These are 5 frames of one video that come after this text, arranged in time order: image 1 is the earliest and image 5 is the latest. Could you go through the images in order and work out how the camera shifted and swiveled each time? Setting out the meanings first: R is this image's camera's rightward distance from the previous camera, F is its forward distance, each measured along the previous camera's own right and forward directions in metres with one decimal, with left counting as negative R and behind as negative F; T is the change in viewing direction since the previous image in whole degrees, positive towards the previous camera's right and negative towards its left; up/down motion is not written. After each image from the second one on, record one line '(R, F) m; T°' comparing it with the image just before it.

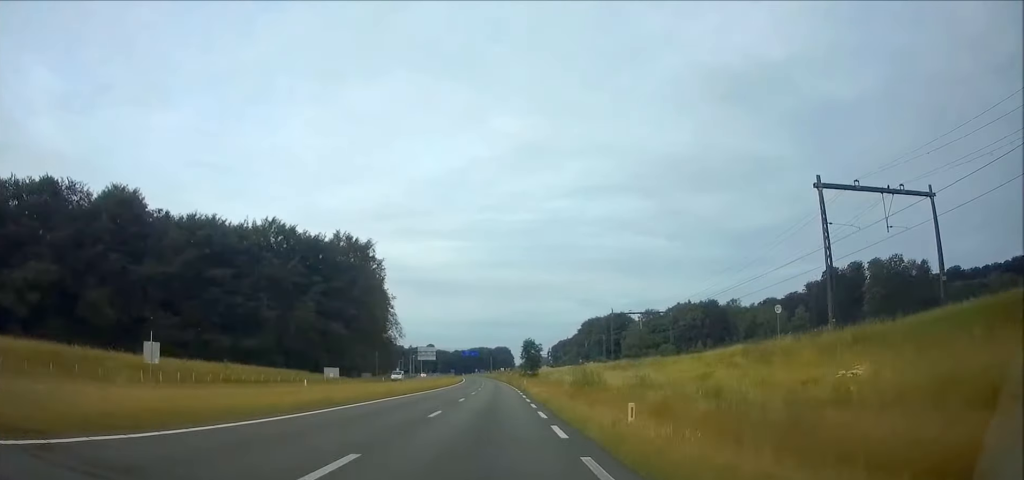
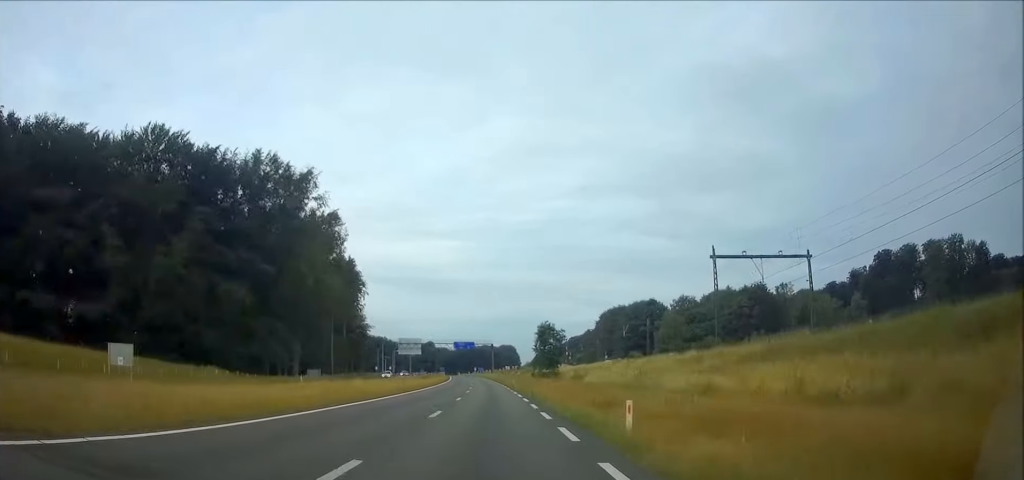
(-0.1, +48.6) m; -1°
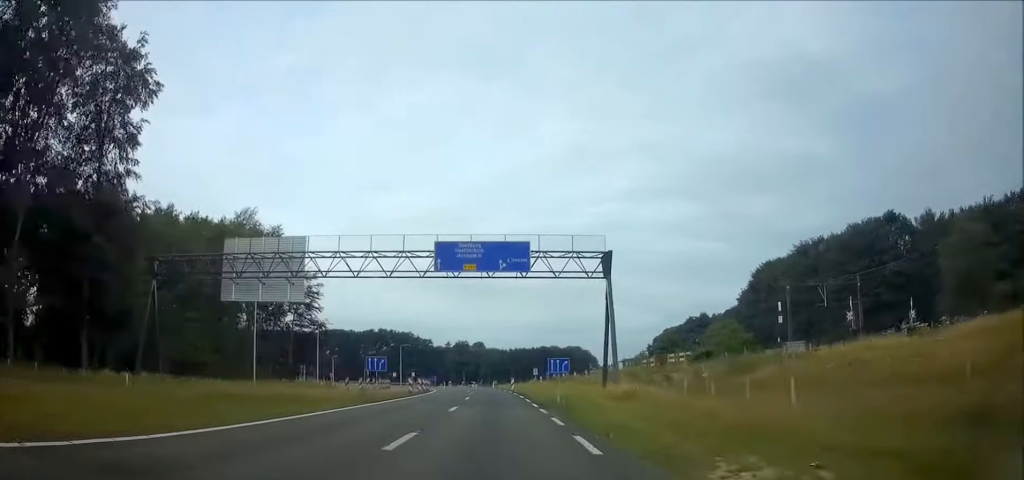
(-4.6, +125.8) m; -5°
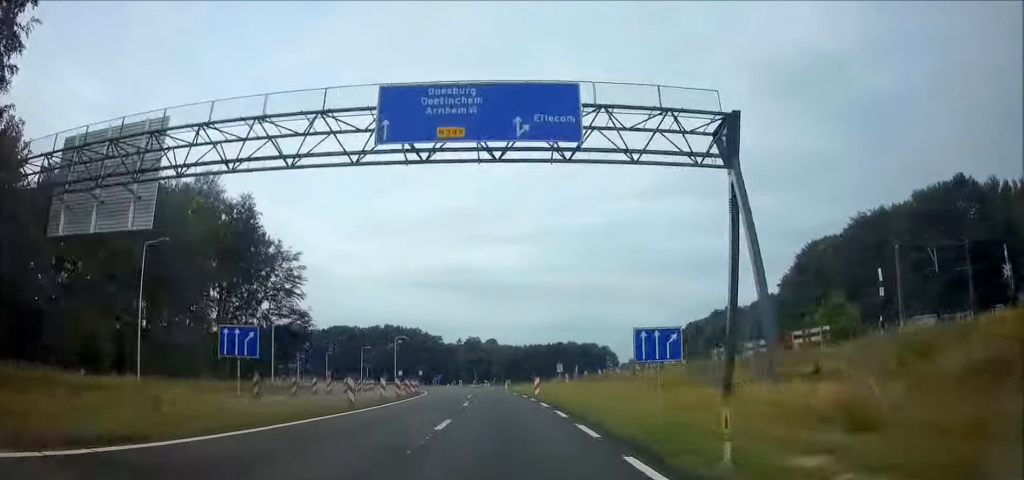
(-0.2, +19.4) m; -1°
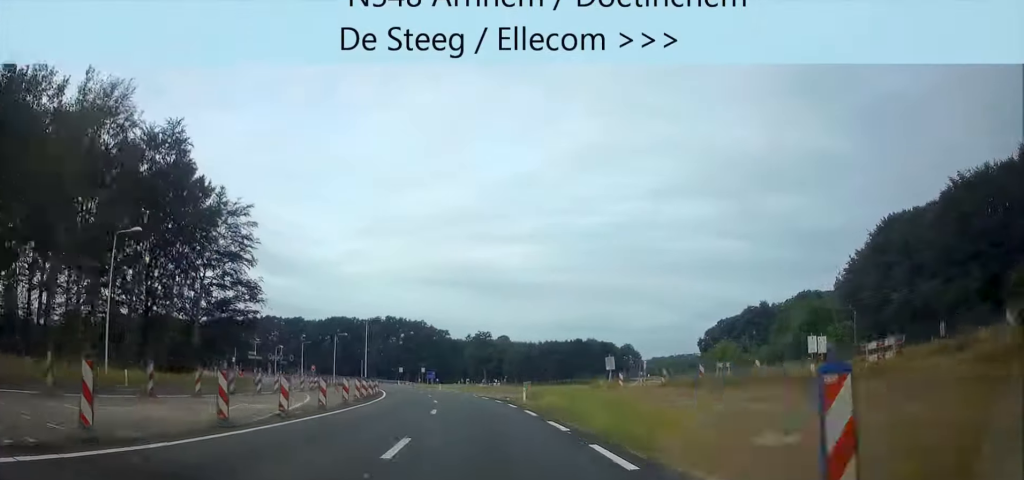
(+0.1, +28.7) m; -3°
